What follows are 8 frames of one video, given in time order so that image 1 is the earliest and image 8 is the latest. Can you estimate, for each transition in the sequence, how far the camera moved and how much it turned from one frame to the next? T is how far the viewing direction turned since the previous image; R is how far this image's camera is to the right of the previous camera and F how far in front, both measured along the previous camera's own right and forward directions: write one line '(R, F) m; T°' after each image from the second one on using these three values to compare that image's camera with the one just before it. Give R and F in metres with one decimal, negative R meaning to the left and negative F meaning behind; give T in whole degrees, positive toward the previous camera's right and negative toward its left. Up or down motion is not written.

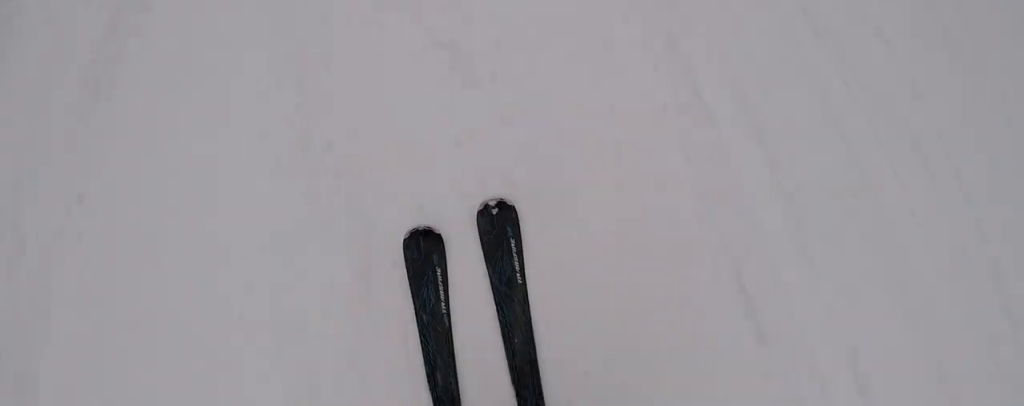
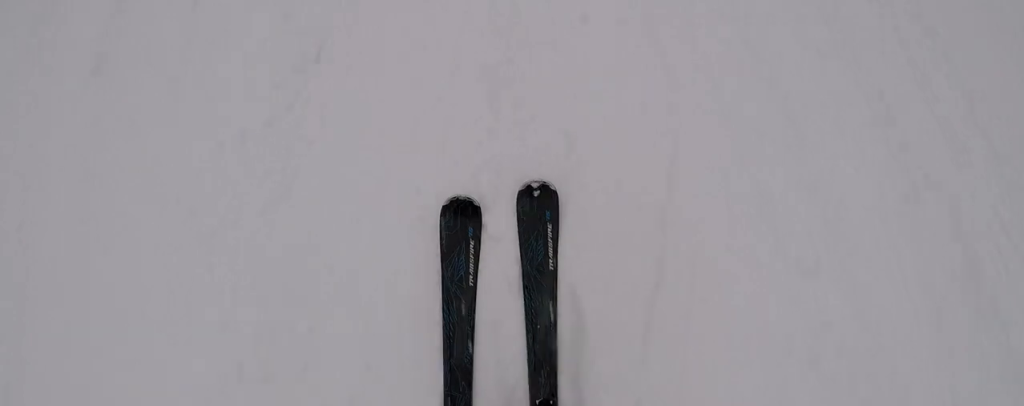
(+0.8, +6.1) m; +2°
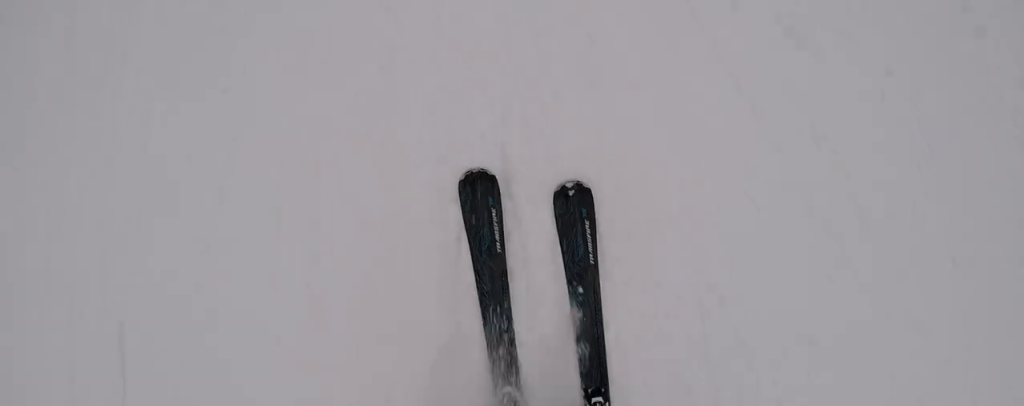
(-0.2, +10.1) m; -3°
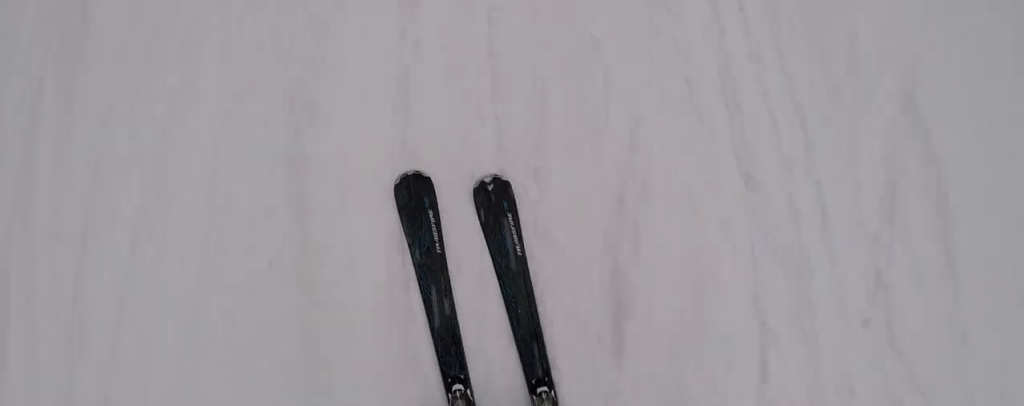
(+0.3, +10.2) m; -2°
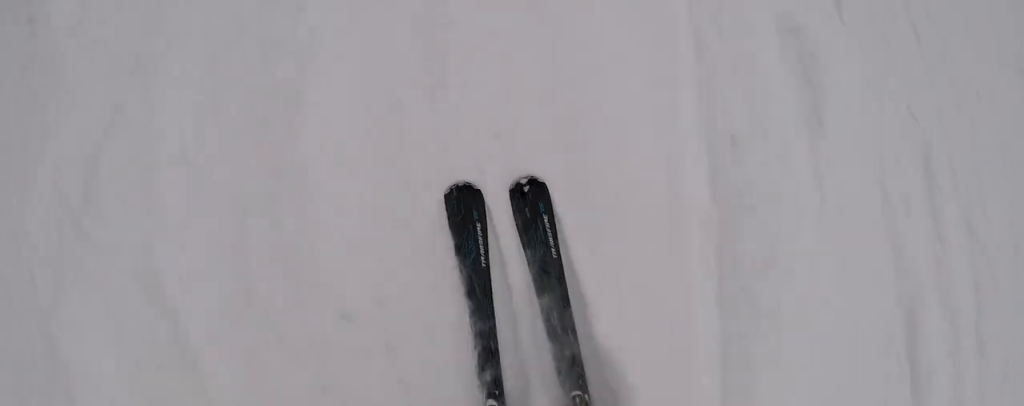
(-1.0, +9.7) m; -8°
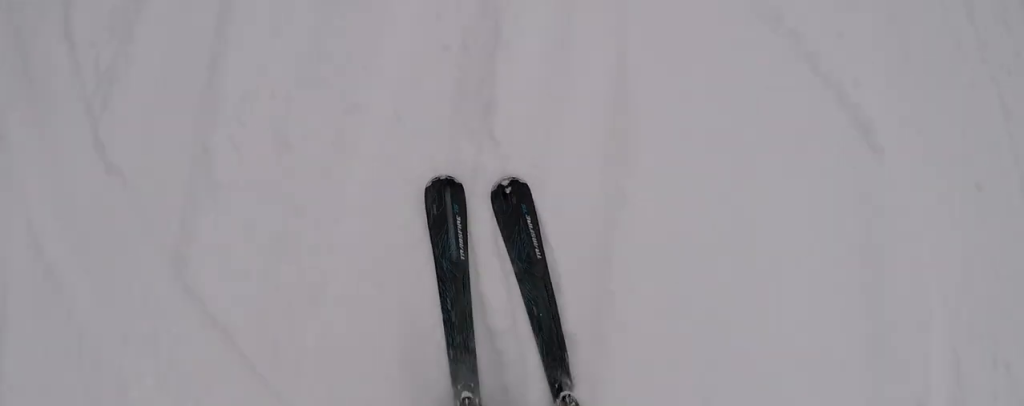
(0.0, +4.1) m; +1°
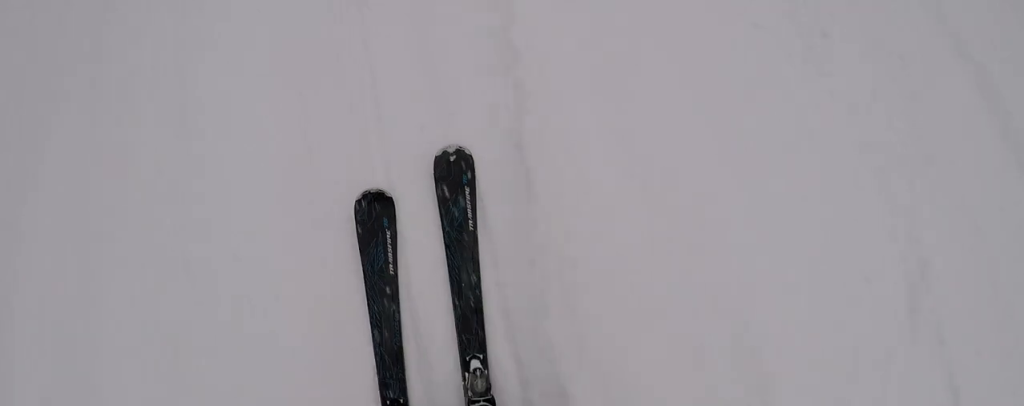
(+0.3, +9.7) m; +1°
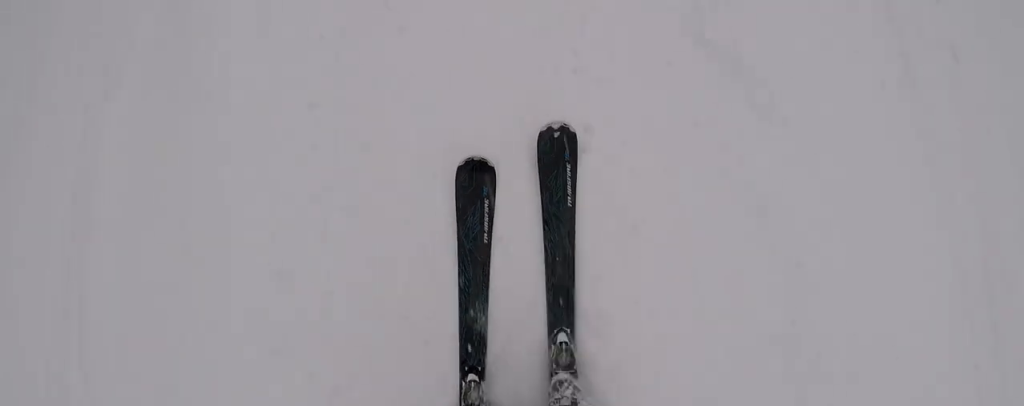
(0.0, +4.8) m; +2°
